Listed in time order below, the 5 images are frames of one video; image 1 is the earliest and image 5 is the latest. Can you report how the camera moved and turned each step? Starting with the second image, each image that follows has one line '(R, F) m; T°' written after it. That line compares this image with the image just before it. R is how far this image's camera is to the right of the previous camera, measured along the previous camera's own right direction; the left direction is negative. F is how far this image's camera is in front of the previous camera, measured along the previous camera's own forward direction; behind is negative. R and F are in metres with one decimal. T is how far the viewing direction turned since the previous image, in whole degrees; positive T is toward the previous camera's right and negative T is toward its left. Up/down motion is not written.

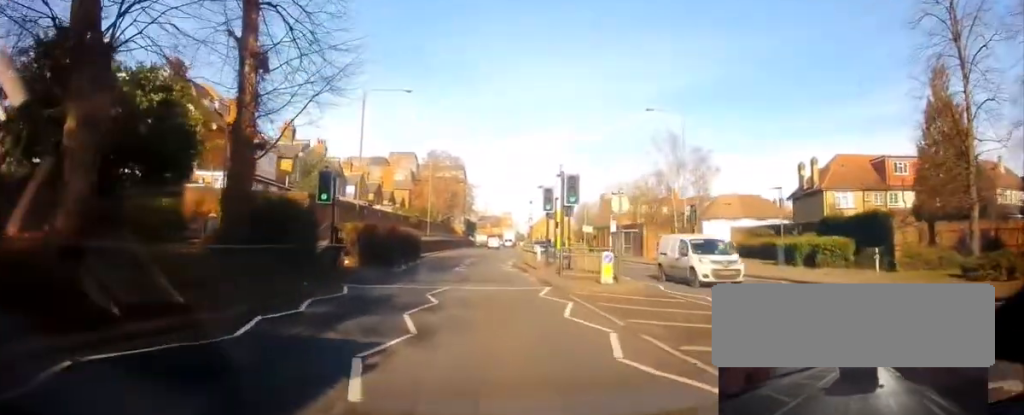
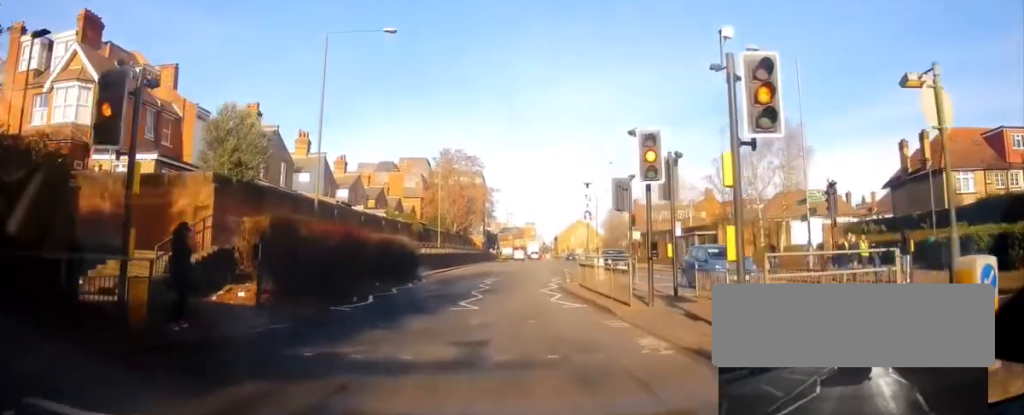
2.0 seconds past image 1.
(-0.6, +14.4) m; -4°
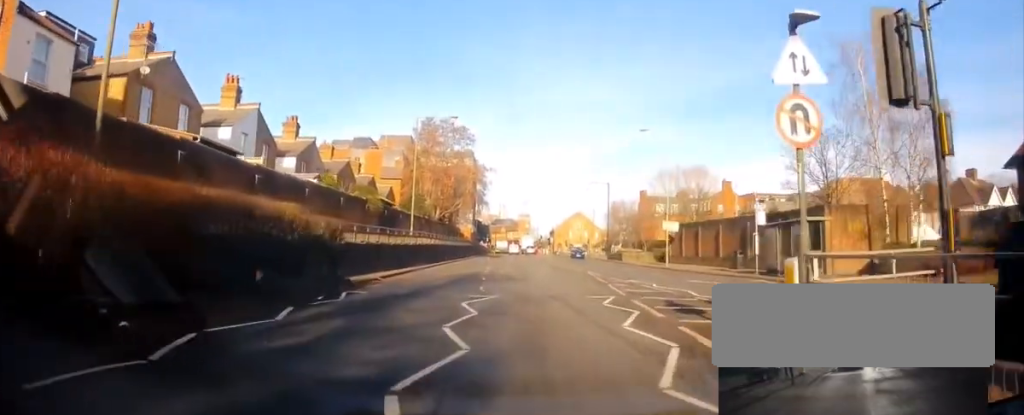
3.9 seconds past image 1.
(0.0, +15.2) m; +3°
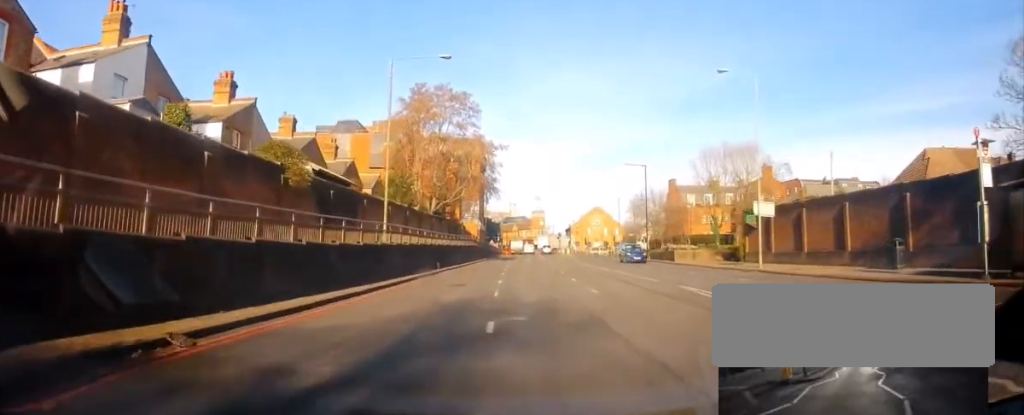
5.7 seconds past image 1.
(+0.1, +15.5) m; -1°
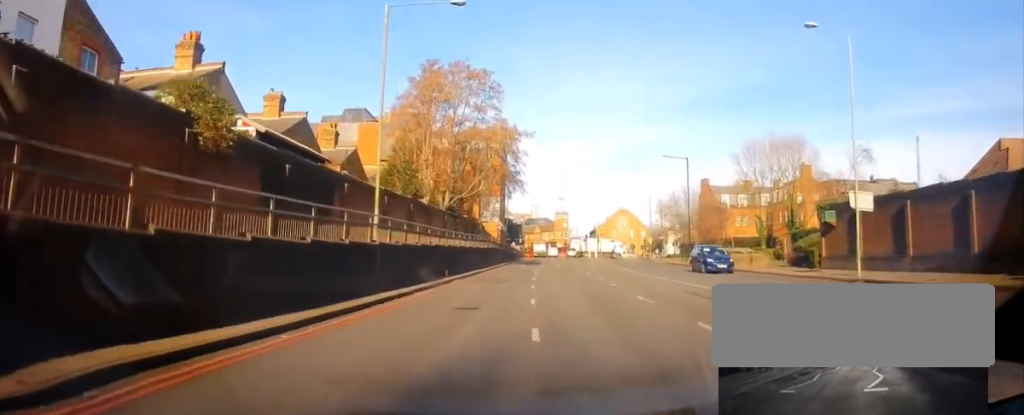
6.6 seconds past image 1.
(-0.2, +7.9) m; -2°
